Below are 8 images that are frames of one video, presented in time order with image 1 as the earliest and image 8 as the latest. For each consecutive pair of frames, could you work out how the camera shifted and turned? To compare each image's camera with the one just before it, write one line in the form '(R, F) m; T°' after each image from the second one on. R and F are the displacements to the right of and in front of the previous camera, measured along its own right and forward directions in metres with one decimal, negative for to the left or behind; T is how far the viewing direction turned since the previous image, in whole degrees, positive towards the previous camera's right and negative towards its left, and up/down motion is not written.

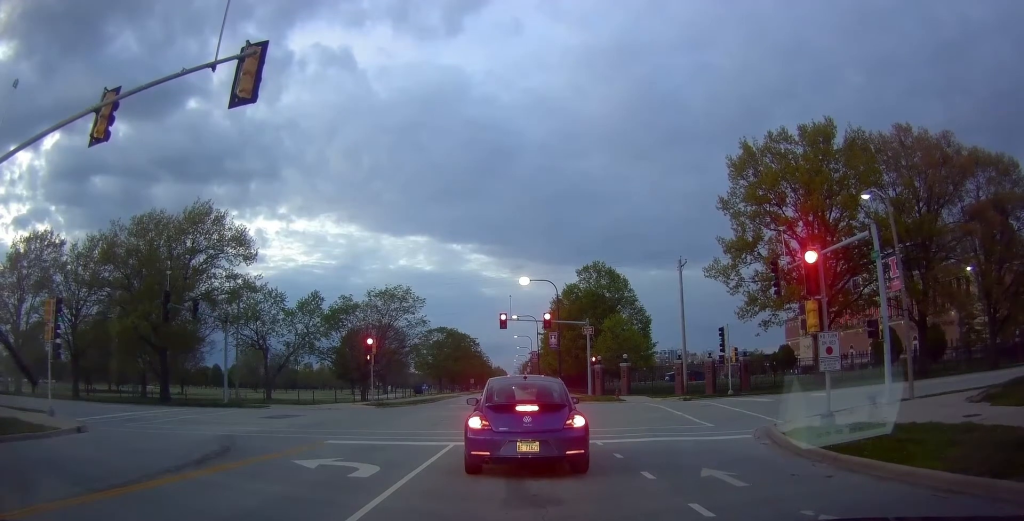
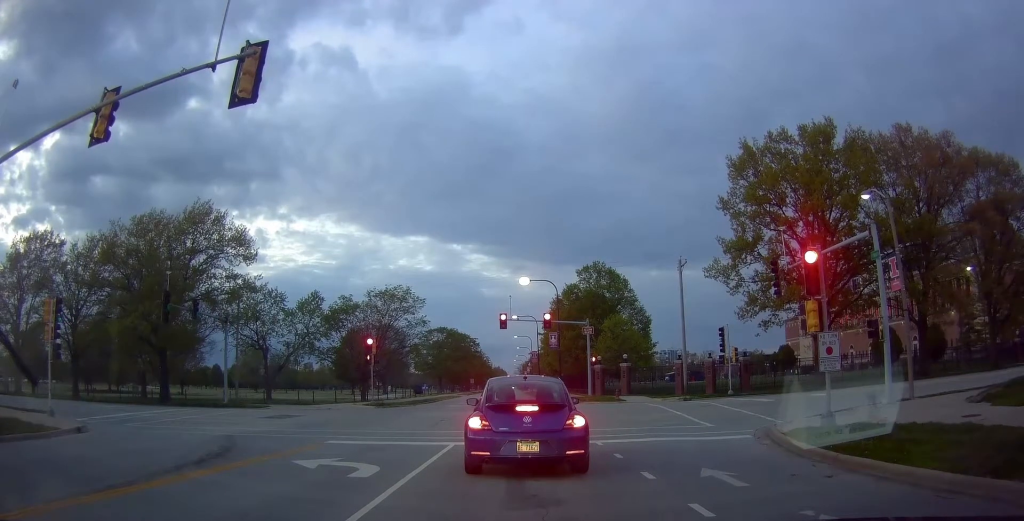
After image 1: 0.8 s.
(0.0, 0.0) m; 0°
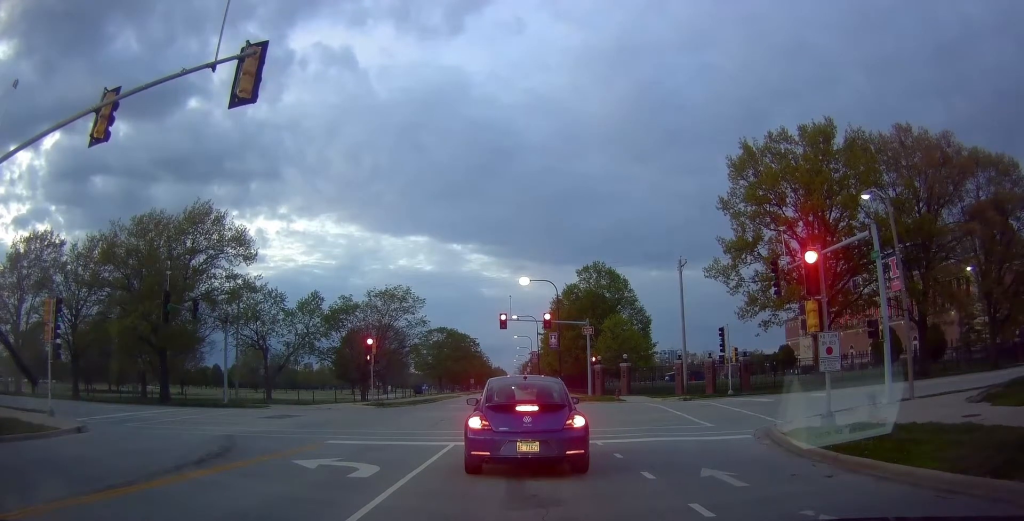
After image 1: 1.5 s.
(0.0, 0.0) m; 0°
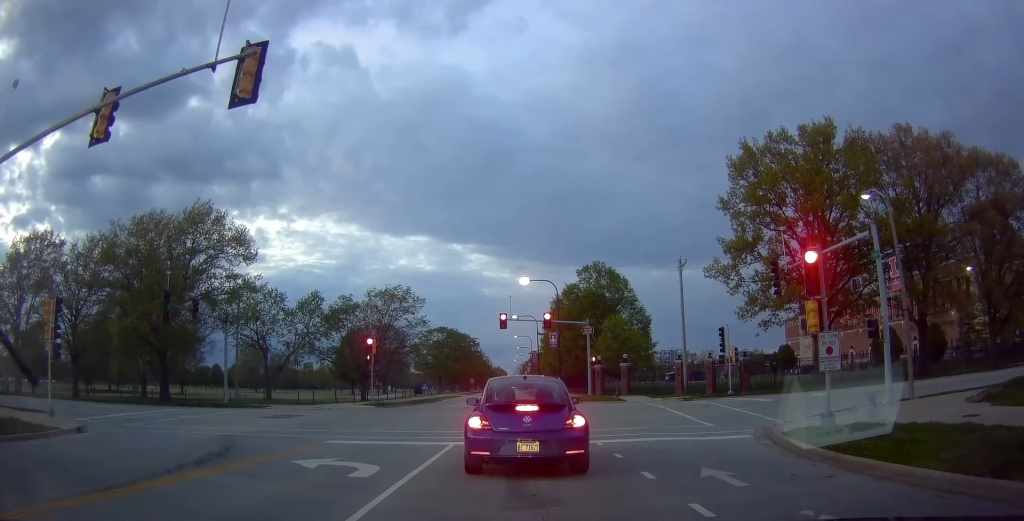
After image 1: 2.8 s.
(0.0, 0.0) m; 0°
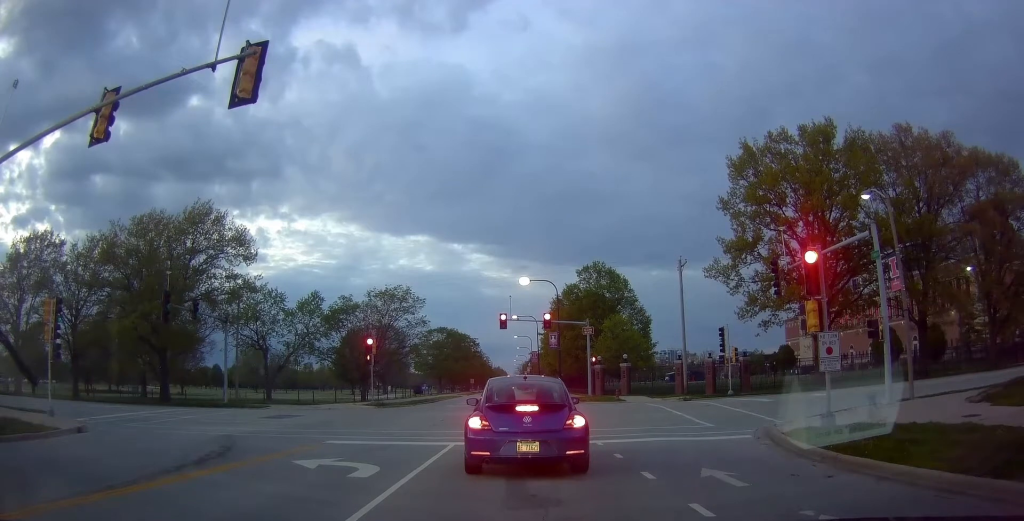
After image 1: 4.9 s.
(0.0, 0.0) m; 0°
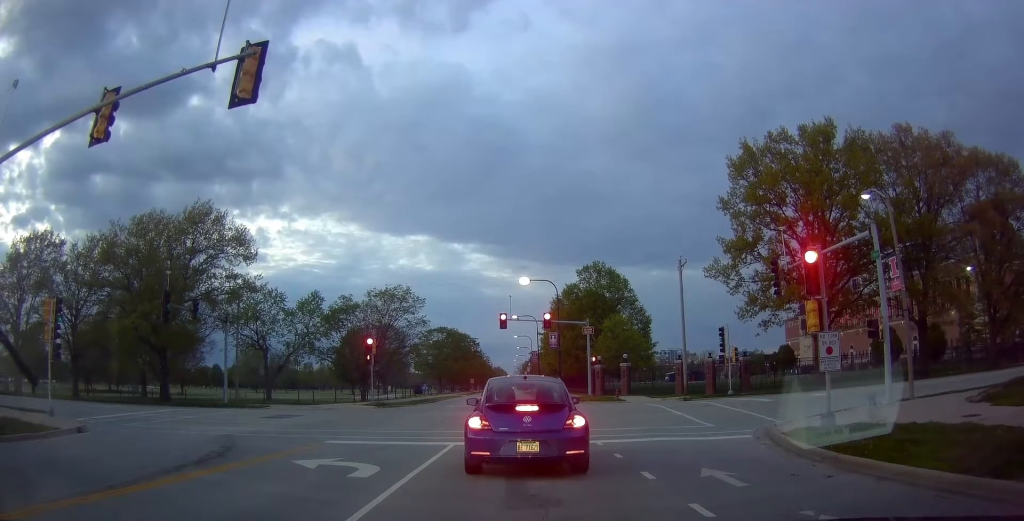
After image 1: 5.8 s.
(0.0, 0.0) m; 0°
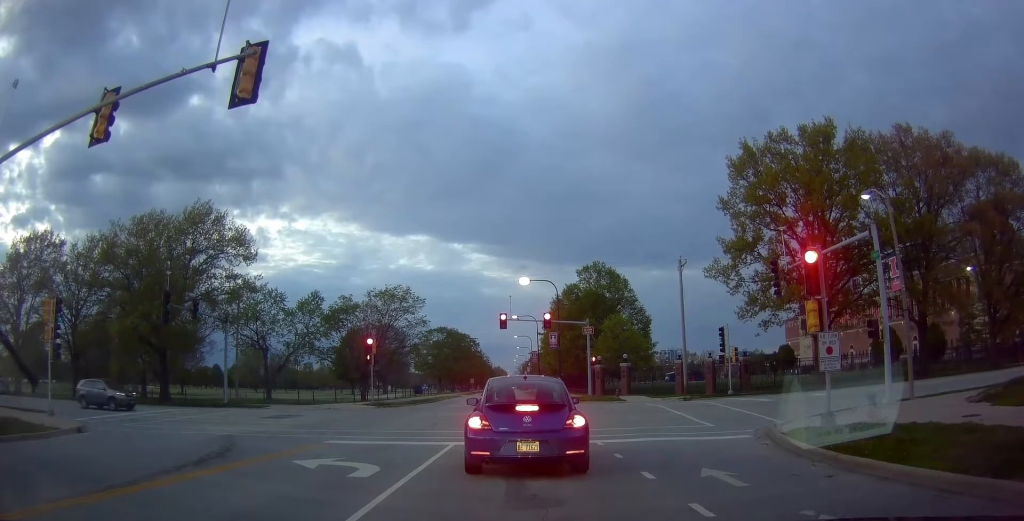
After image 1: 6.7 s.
(0.0, 0.0) m; 0°
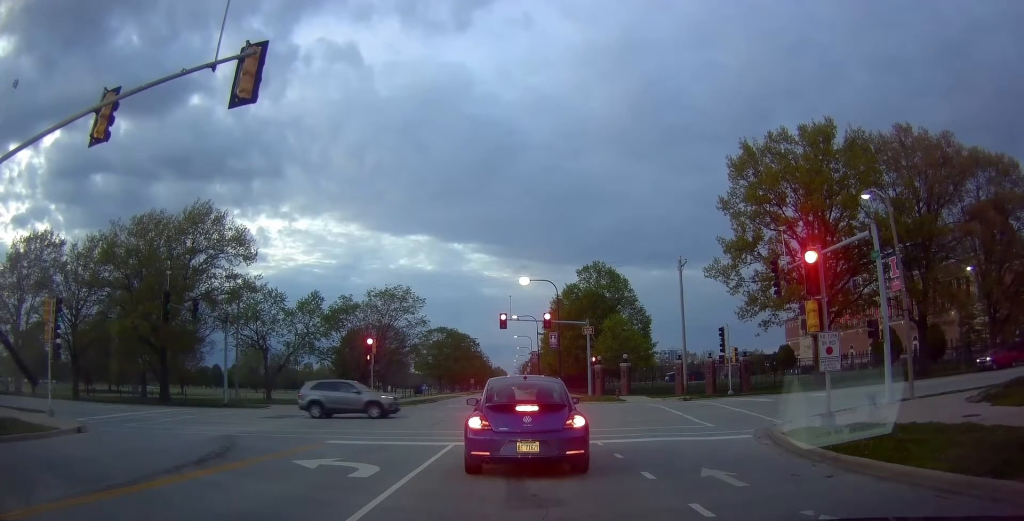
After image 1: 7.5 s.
(0.0, 0.0) m; 0°
